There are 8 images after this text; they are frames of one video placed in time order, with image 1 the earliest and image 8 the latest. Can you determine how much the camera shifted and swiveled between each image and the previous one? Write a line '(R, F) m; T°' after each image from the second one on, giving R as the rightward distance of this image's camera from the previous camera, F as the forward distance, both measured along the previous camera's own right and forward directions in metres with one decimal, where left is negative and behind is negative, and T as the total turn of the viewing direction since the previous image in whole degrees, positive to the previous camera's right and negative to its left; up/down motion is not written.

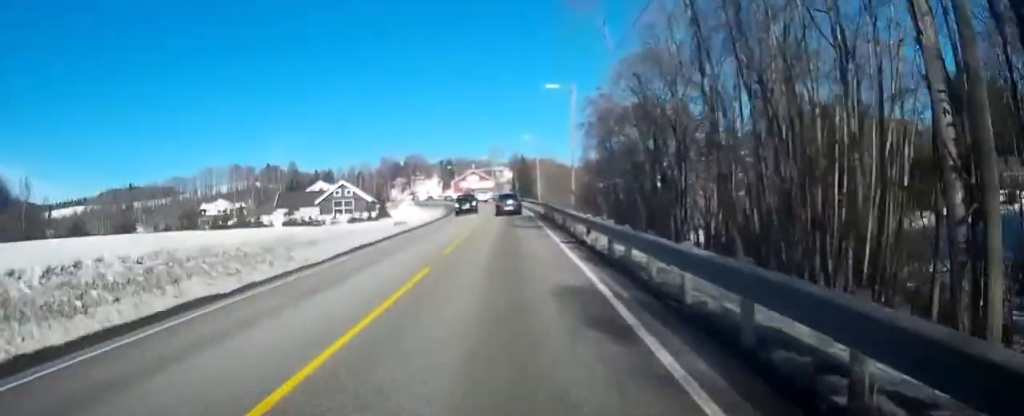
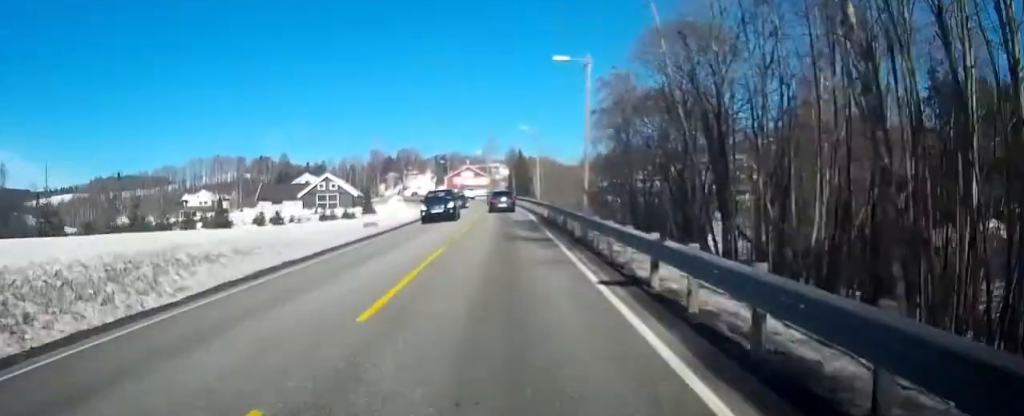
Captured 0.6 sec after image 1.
(0.0, +8.3) m; +1°
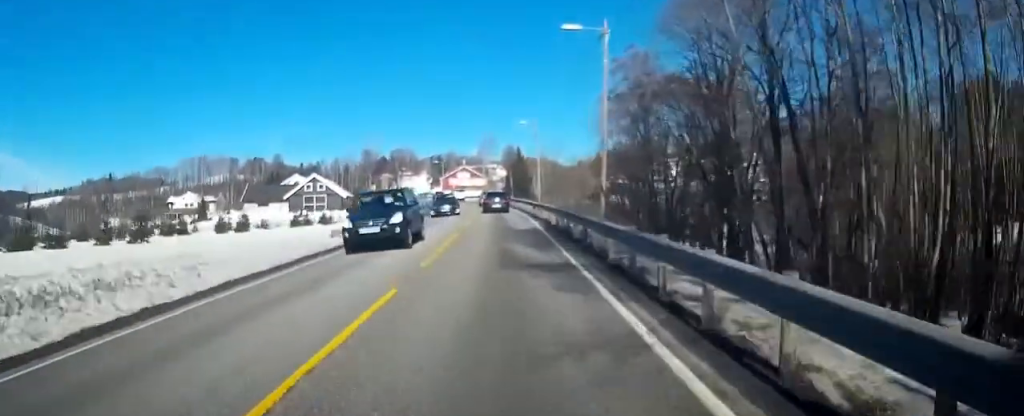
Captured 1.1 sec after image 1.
(+0.2, +6.7) m; +1°
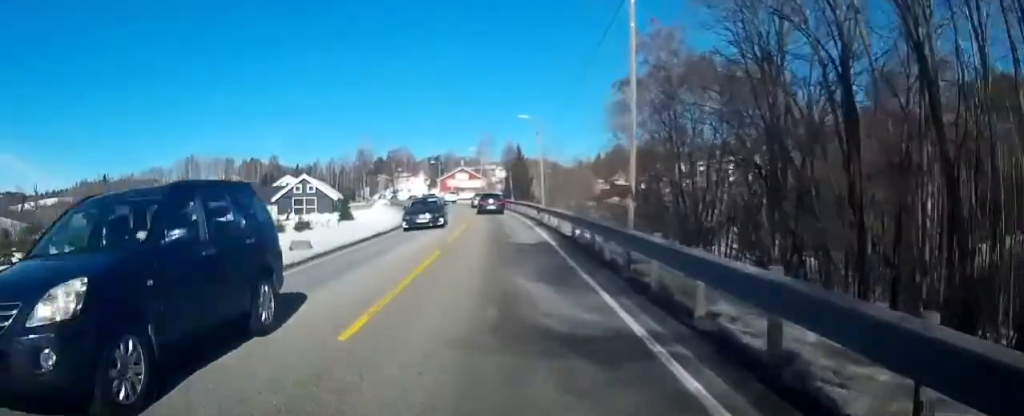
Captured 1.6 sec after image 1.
(+0.1, +5.8) m; 0°
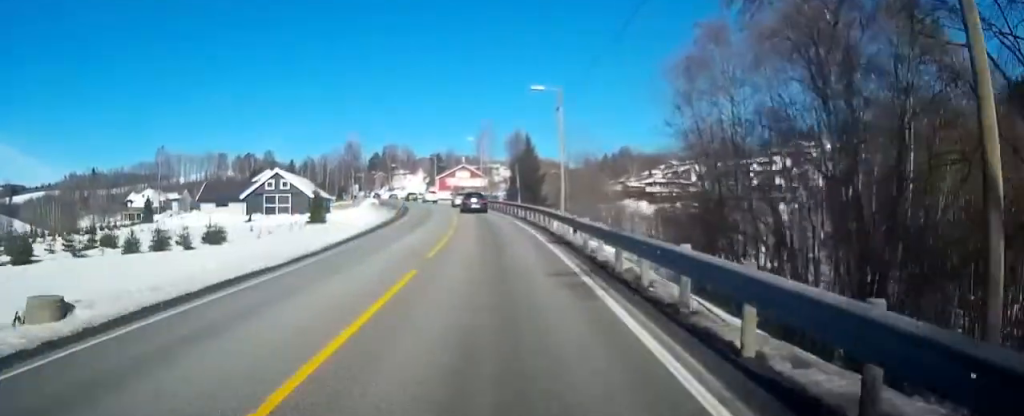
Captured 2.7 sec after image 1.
(-0.1, +15.7) m; 0°
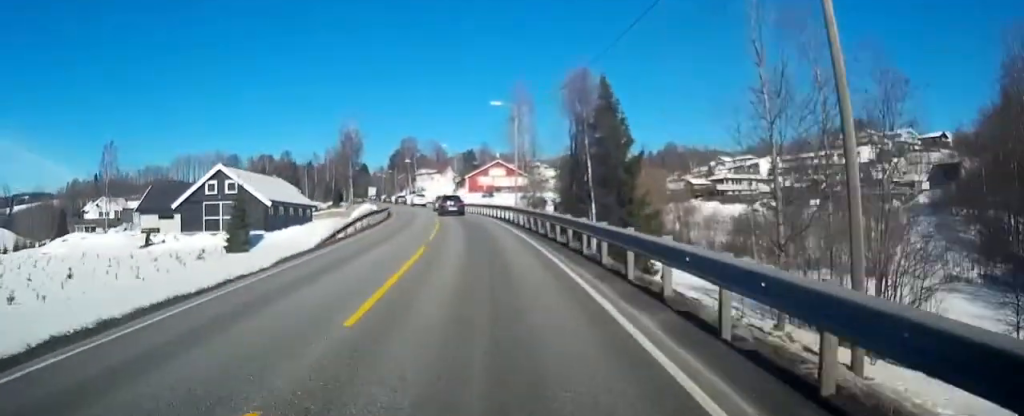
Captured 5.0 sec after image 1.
(-0.4, +31.8) m; -3°
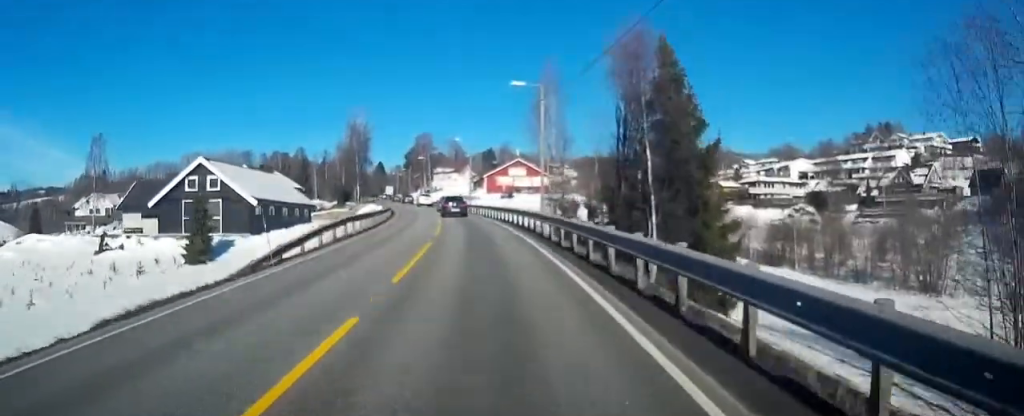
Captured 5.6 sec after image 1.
(-0.1, +8.9) m; -2°
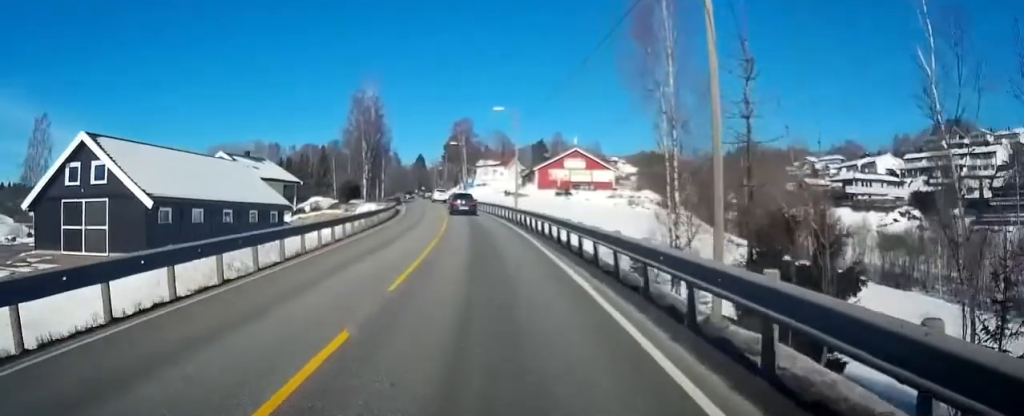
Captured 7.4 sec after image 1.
(-1.2, +24.7) m; -5°
